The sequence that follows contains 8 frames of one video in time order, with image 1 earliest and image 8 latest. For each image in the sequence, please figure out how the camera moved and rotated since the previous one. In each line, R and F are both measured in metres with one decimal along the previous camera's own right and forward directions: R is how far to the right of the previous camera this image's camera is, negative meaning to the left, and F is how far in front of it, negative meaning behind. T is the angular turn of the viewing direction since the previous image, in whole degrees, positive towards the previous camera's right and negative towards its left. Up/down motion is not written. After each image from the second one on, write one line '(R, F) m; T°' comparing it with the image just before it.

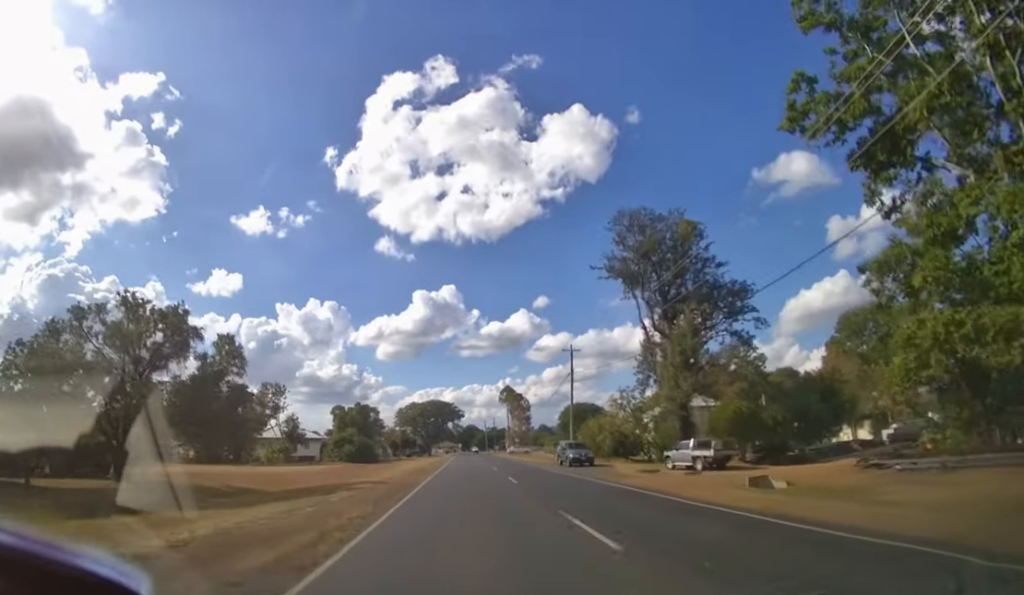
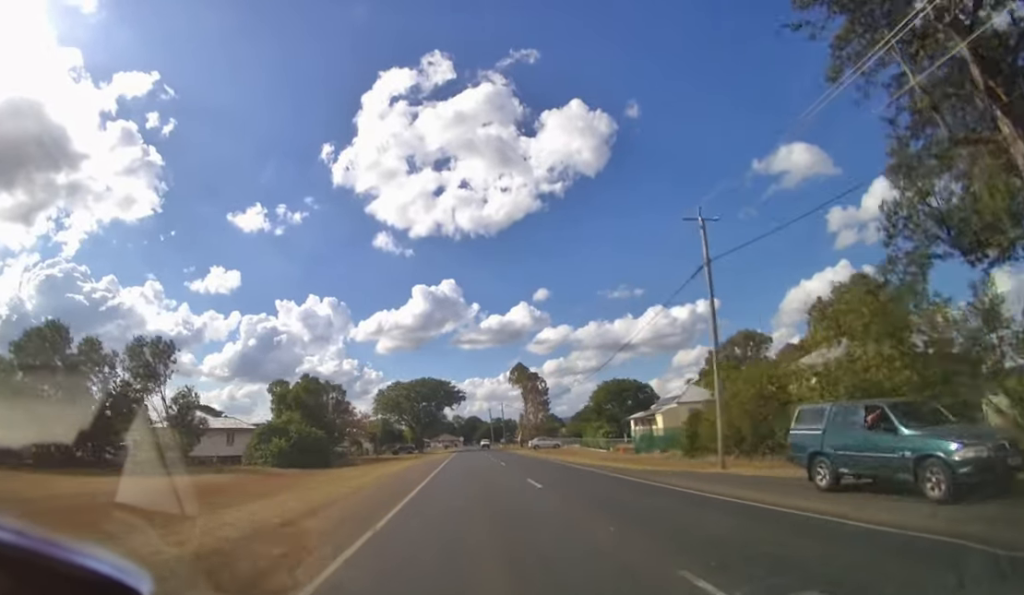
(-0.1, +25.6) m; 0°
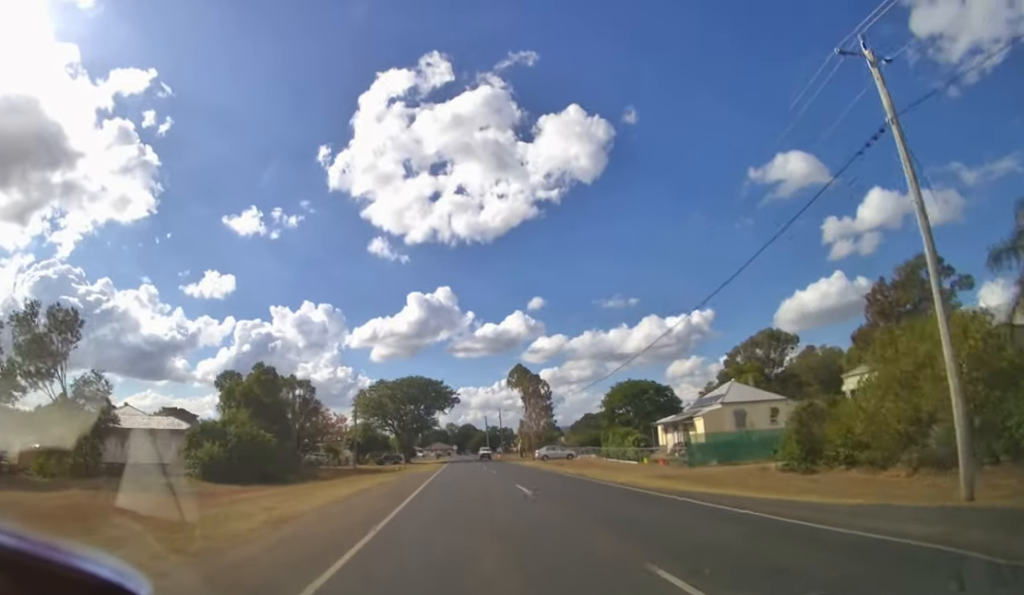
(0.0, +10.9) m; 0°
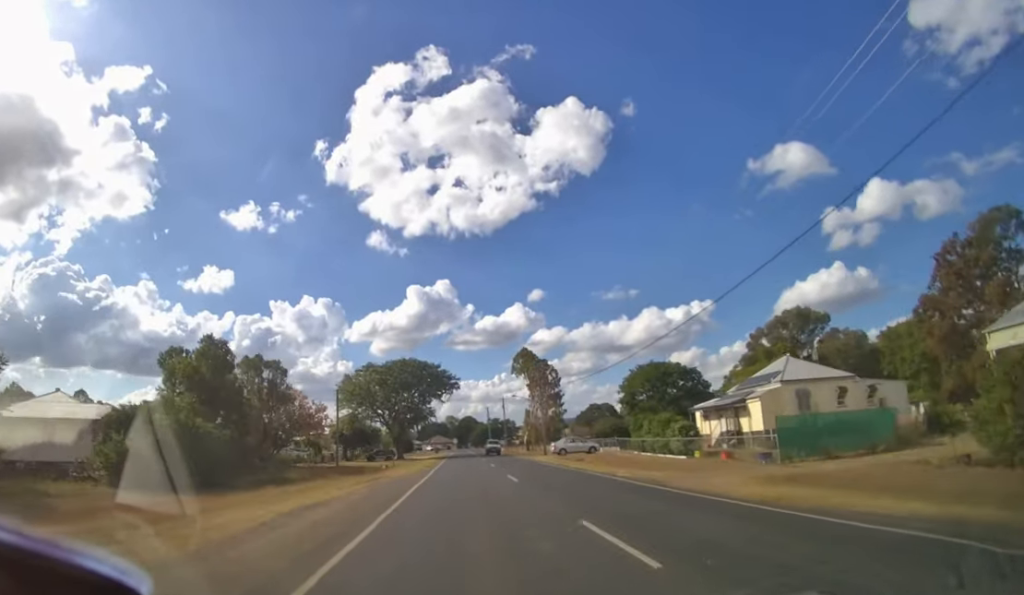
(0.0, +9.4) m; 0°
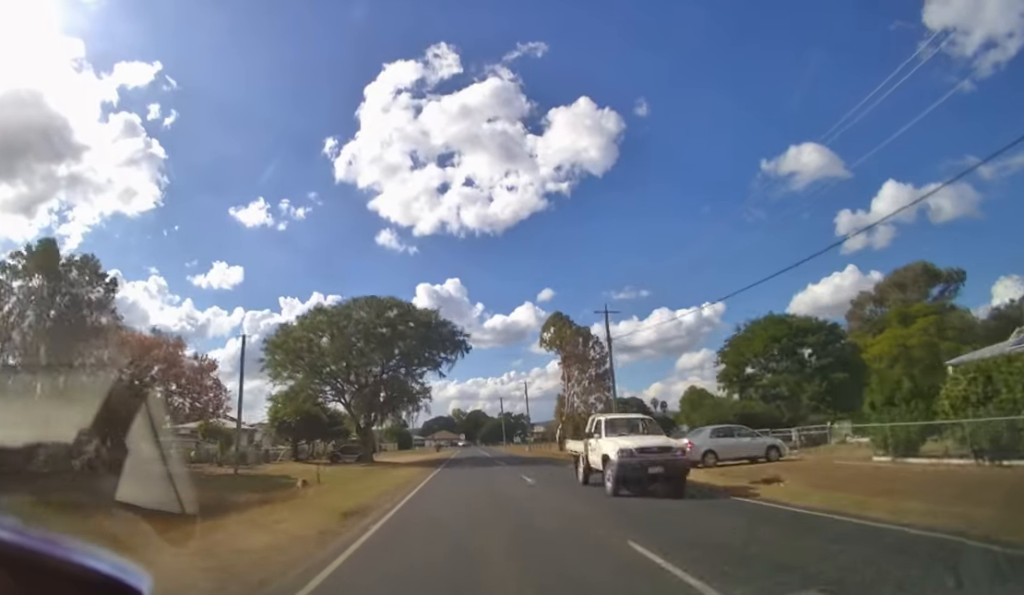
(0.0, +27.6) m; 0°
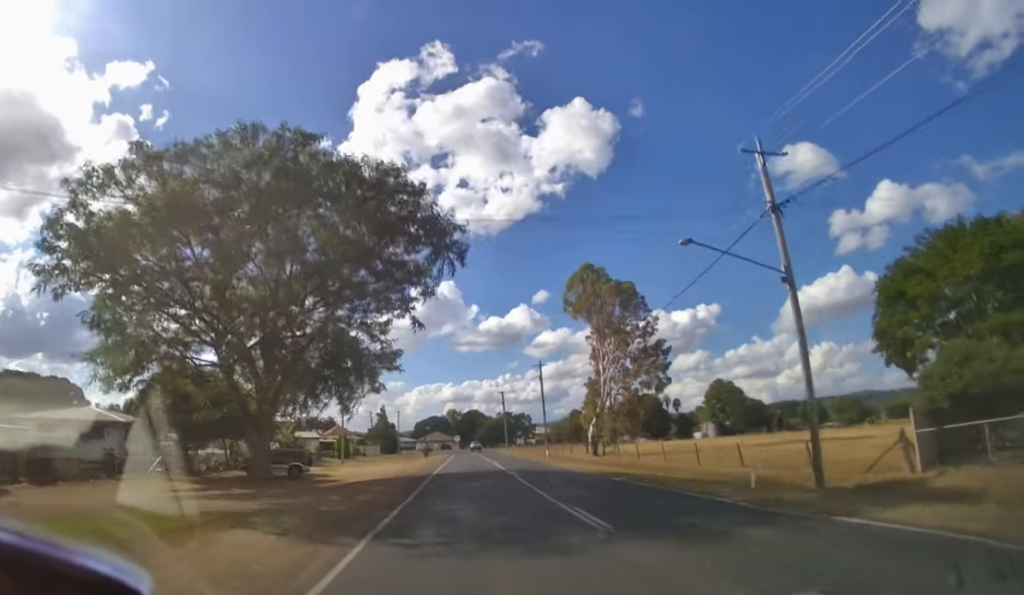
(-0.1, +22.7) m; 0°
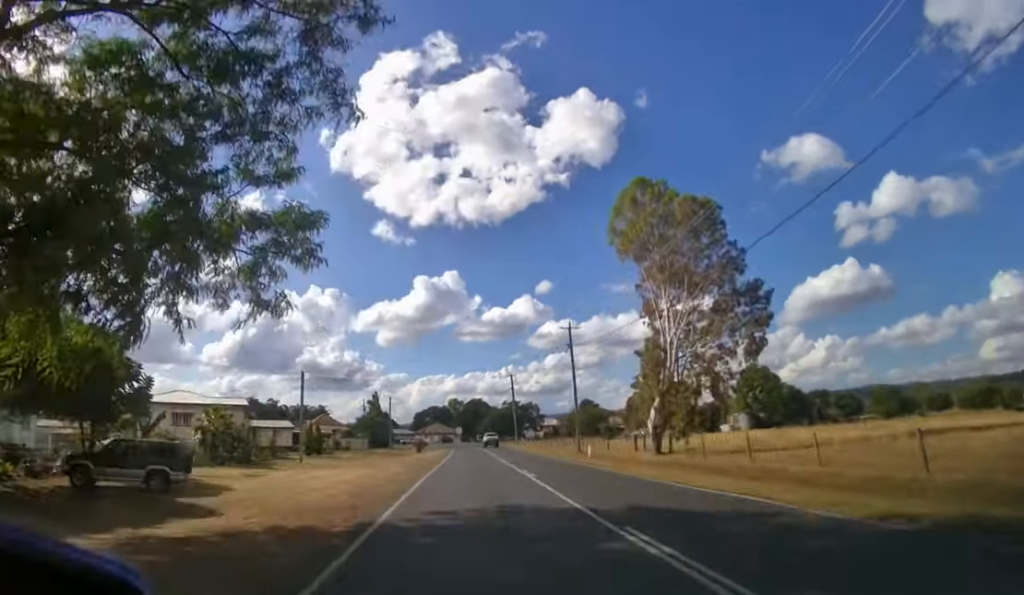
(+0.1, +18.4) m; 0°
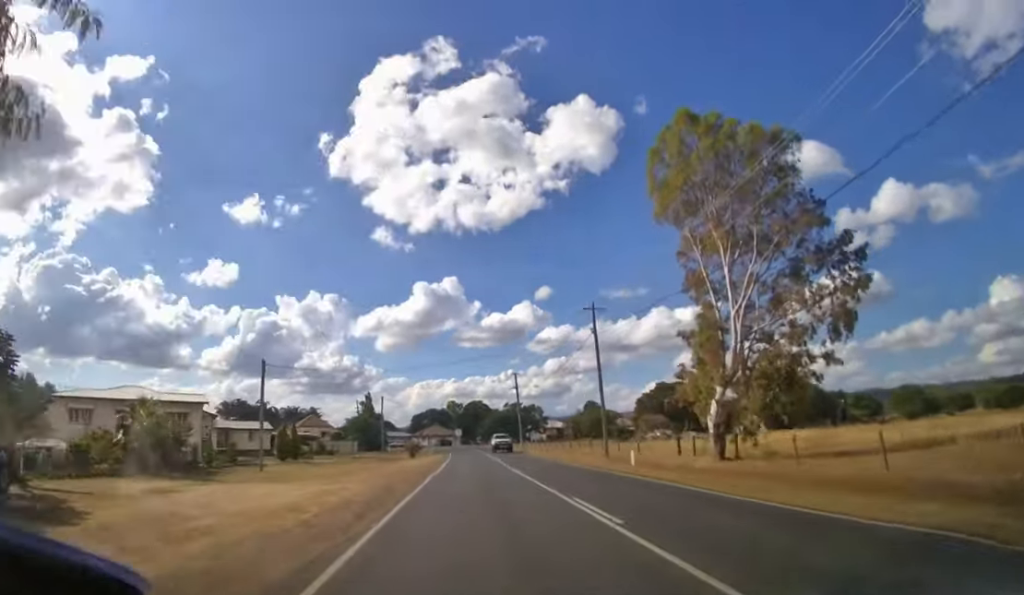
(0.0, +8.7) m; 0°
